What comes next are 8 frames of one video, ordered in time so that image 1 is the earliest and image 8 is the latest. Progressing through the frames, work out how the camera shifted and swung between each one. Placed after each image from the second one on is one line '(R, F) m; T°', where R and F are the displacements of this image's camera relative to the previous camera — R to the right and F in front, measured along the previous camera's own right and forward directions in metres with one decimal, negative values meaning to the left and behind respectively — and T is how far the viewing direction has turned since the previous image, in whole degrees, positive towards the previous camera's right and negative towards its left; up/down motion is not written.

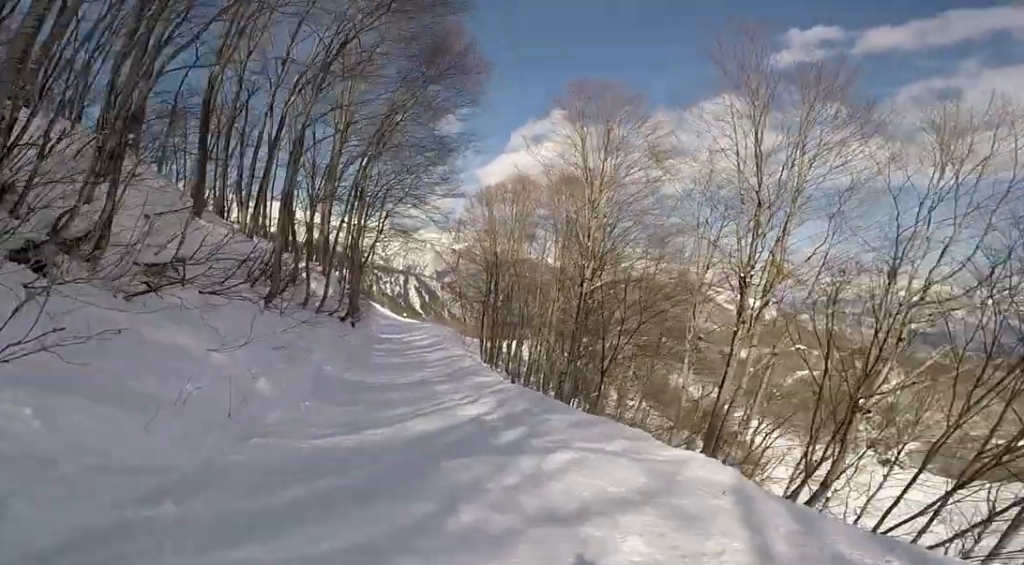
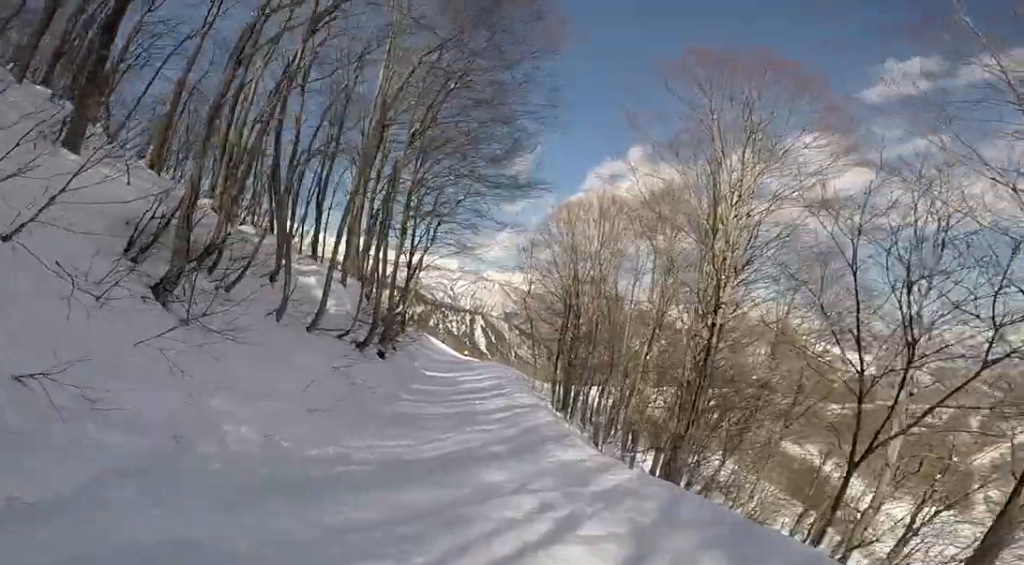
(0.0, +5.7) m; +2°
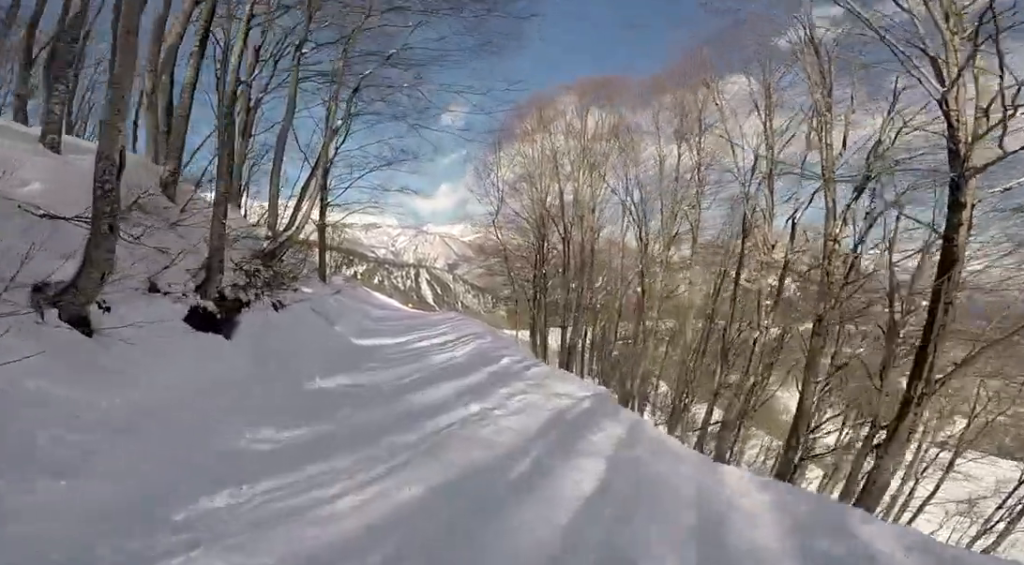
(+0.5, +9.6) m; -3°
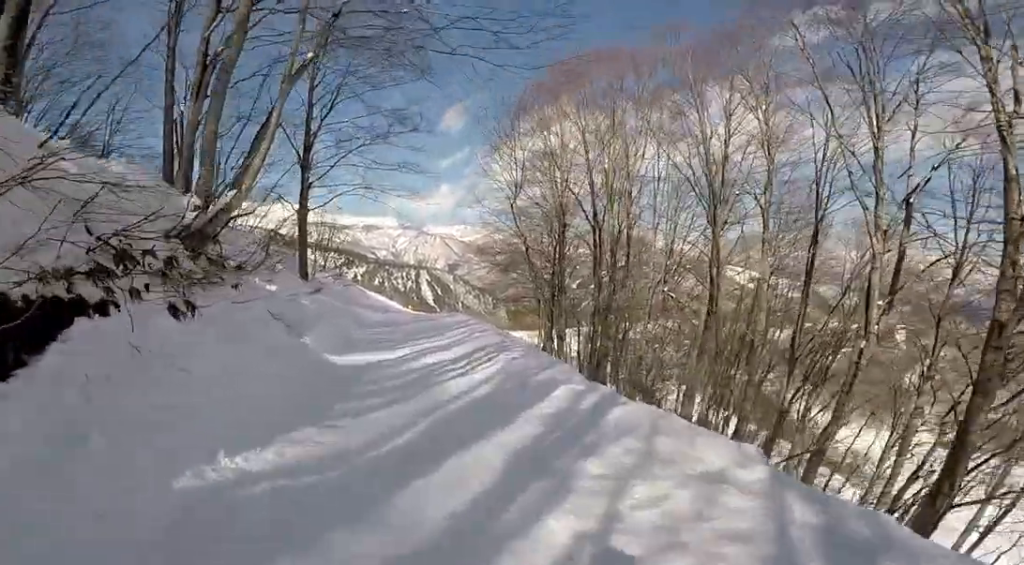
(-0.2, +3.7) m; -4°
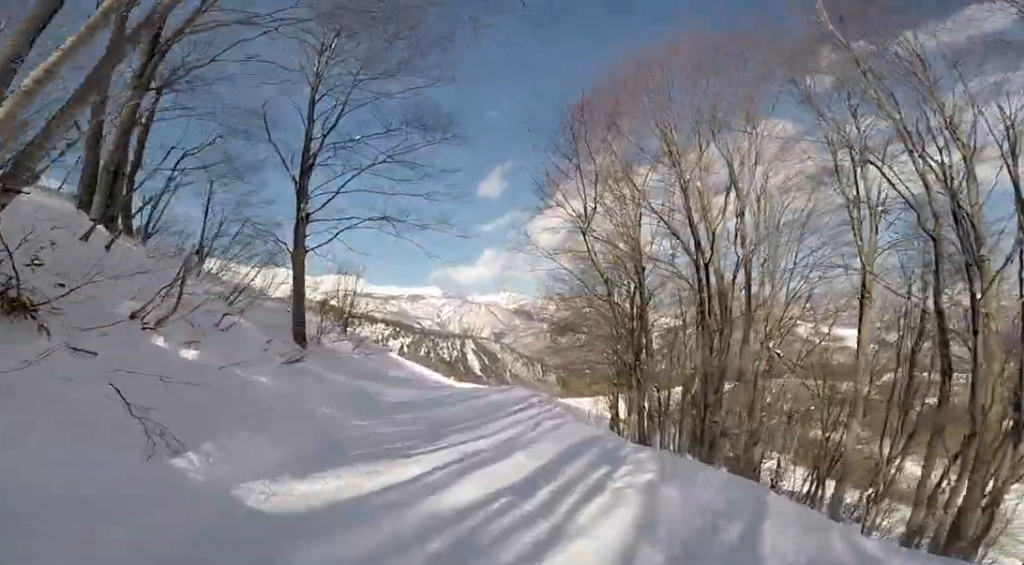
(-0.4, +4.7) m; -5°
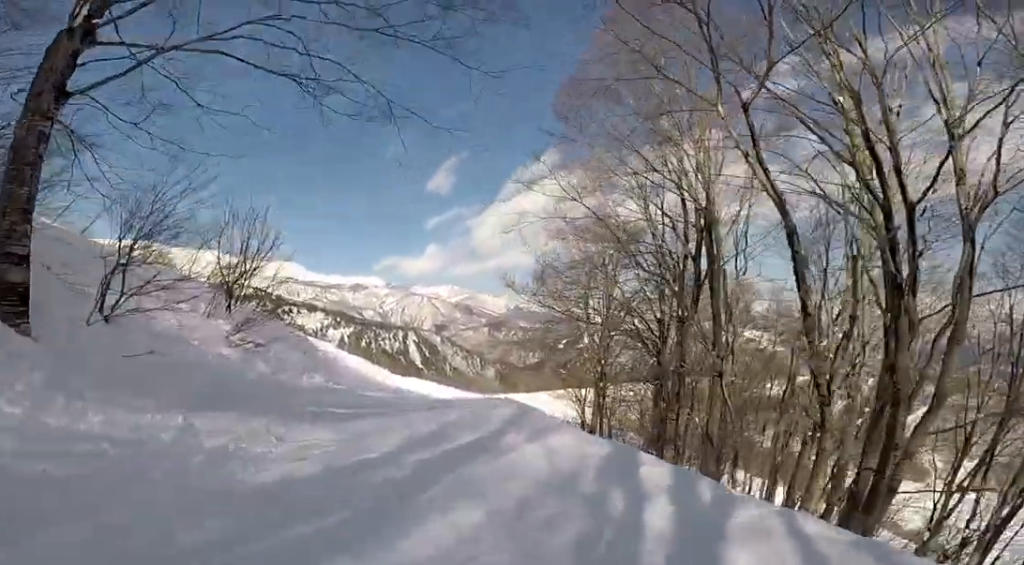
(+0.3, +7.6) m; +12°
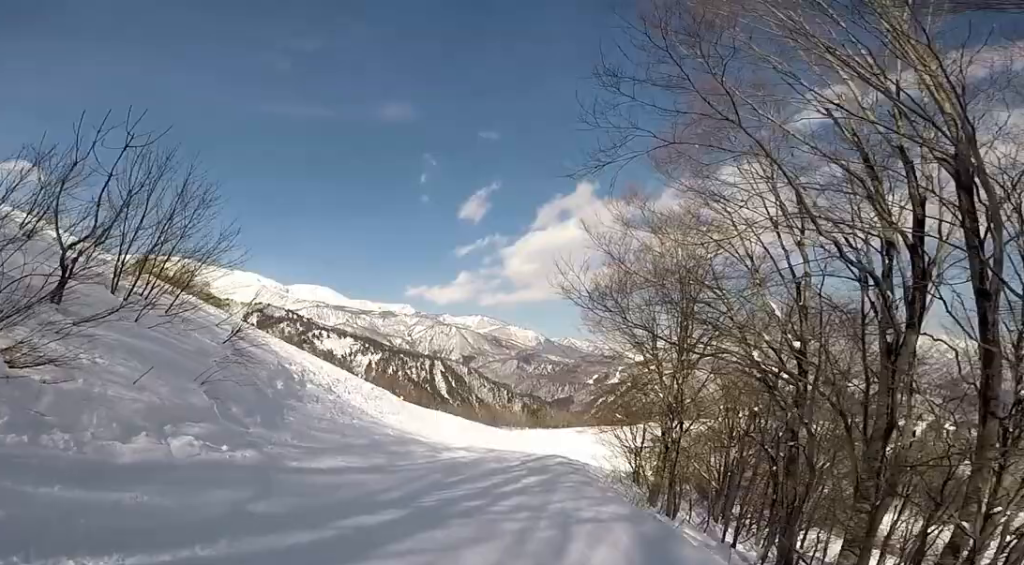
(+1.1, +6.2) m; +10°
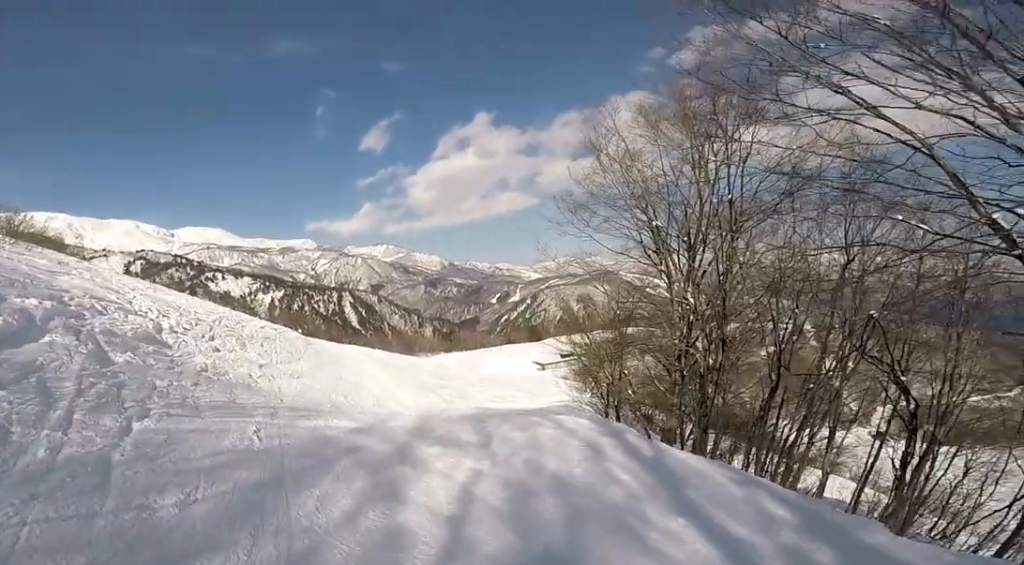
(-1.8, +9.8) m; -17°
